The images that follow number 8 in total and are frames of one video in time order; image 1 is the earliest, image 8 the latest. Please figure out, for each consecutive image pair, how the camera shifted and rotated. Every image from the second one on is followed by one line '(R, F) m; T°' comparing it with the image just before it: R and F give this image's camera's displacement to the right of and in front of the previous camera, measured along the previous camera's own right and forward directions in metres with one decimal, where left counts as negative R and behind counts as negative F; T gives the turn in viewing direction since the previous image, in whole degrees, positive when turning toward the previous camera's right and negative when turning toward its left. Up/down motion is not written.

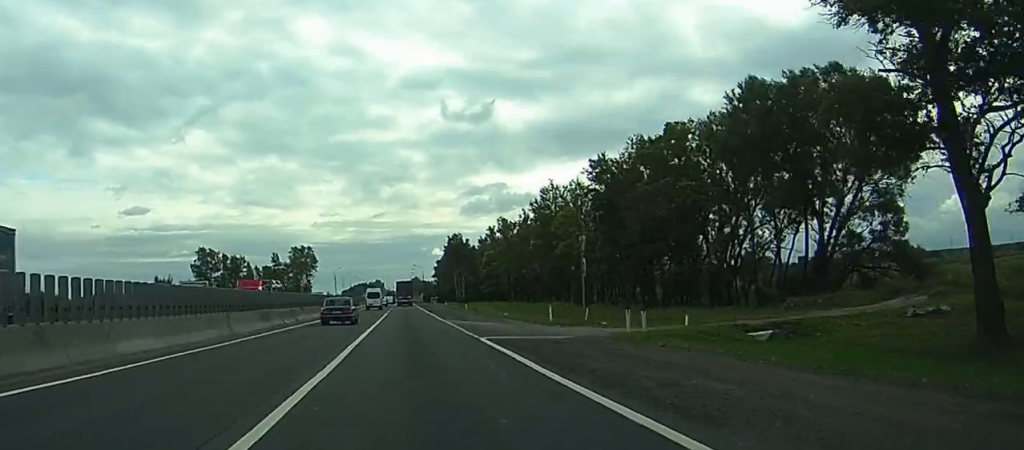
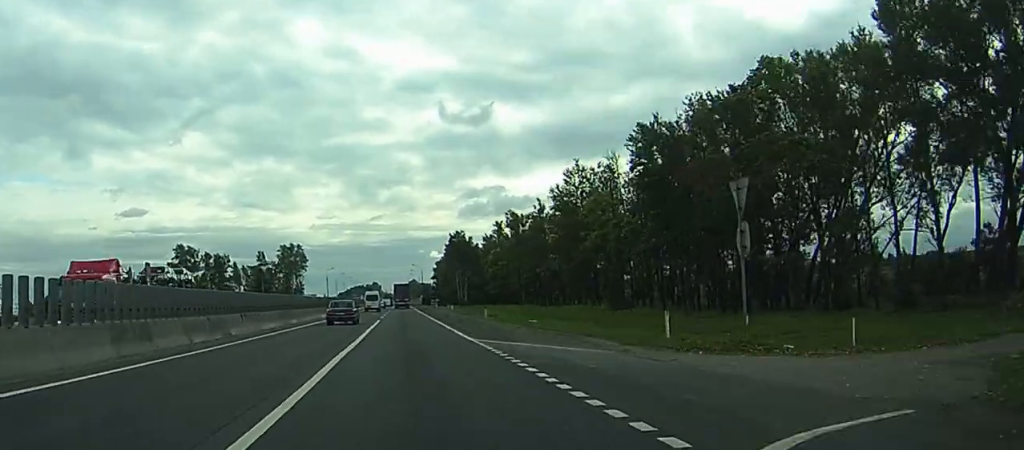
(0.0, +20.8) m; 0°
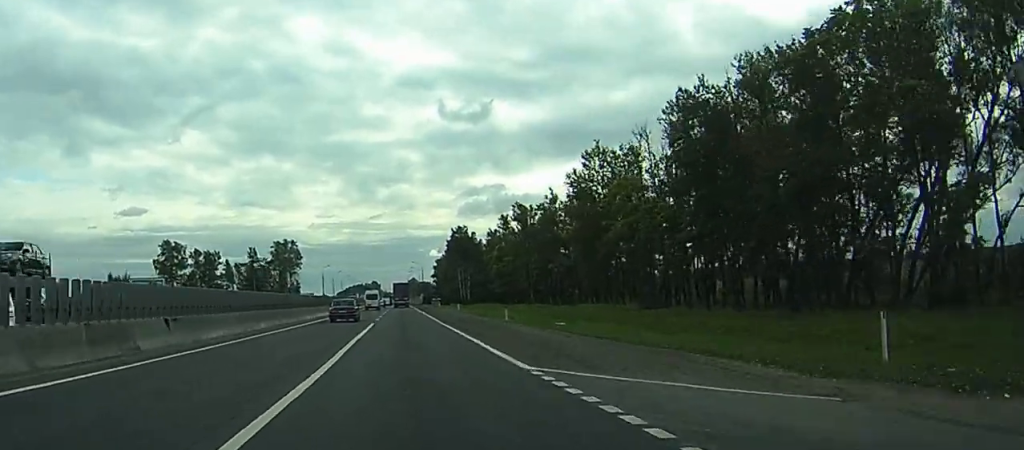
(0.0, +12.0) m; 0°
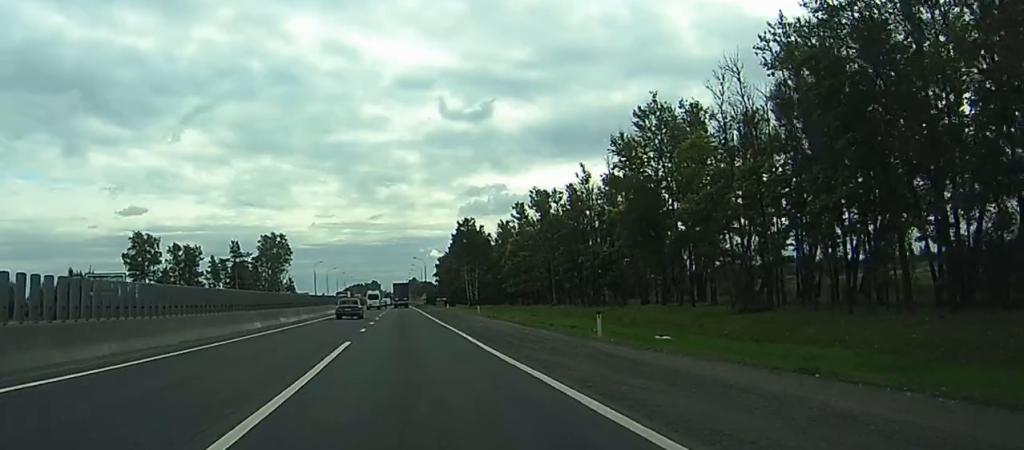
(0.0, +22.5) m; 0°
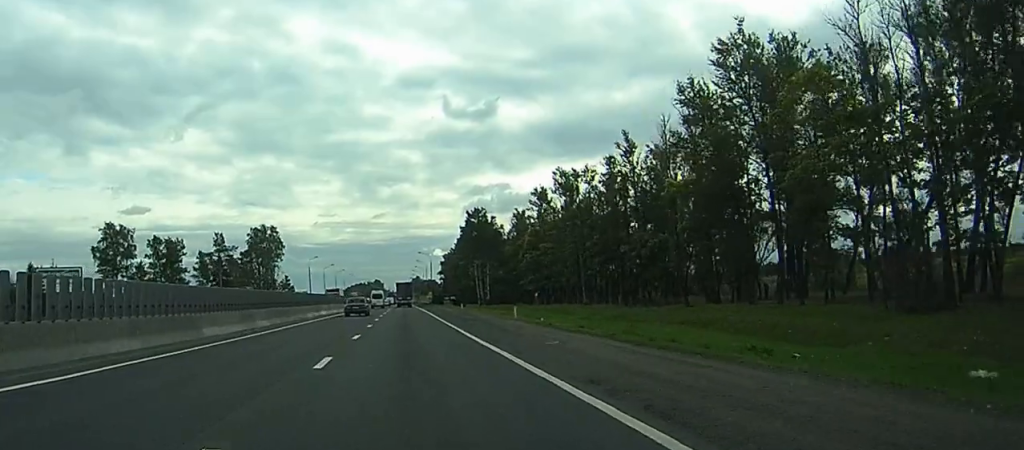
(0.0, +19.7) m; 0°
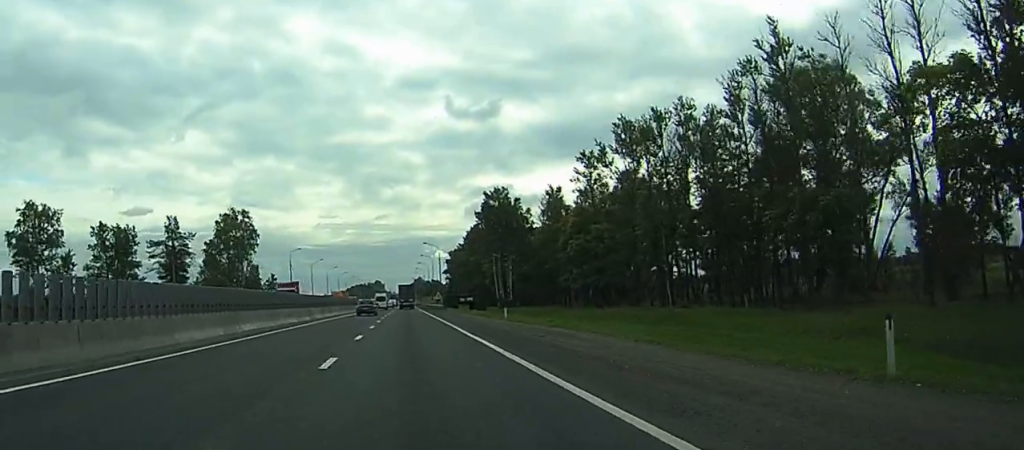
(0.0, +35.6) m; 0°
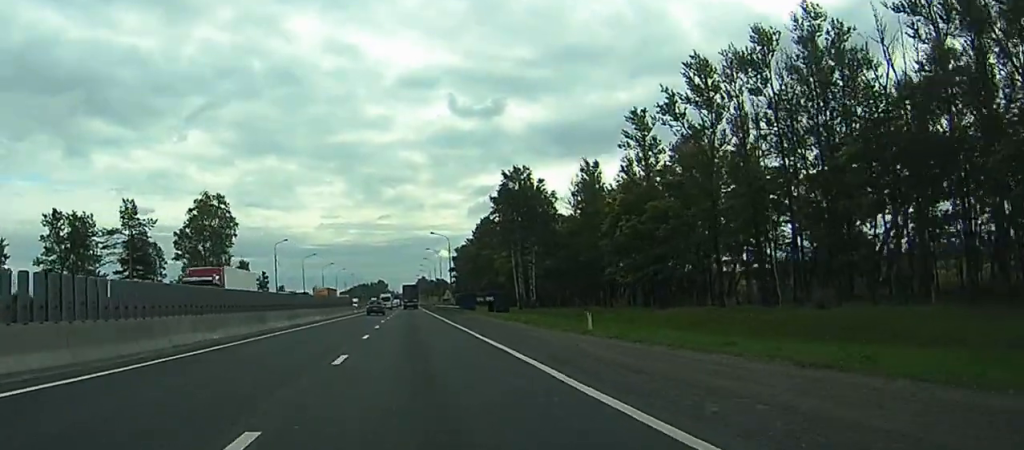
(0.0, +22.4) m; 0°
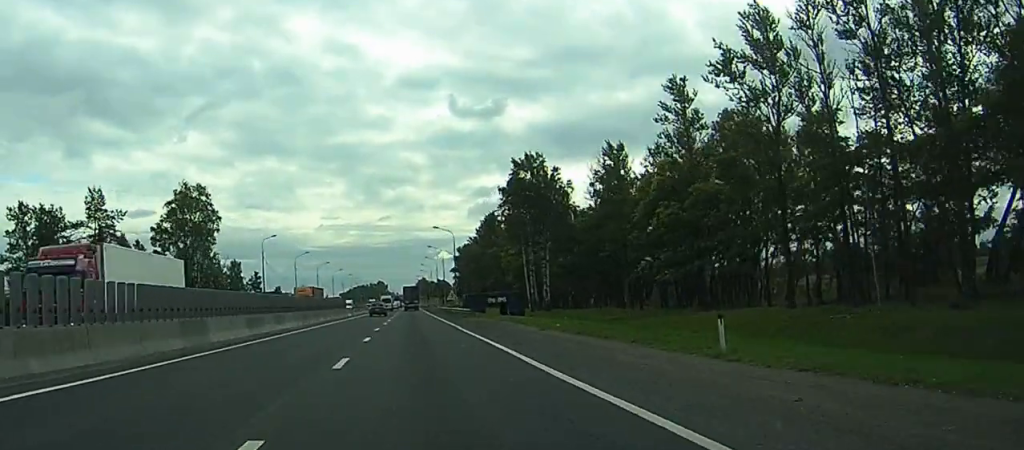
(0.0, +12.1) m; 0°
